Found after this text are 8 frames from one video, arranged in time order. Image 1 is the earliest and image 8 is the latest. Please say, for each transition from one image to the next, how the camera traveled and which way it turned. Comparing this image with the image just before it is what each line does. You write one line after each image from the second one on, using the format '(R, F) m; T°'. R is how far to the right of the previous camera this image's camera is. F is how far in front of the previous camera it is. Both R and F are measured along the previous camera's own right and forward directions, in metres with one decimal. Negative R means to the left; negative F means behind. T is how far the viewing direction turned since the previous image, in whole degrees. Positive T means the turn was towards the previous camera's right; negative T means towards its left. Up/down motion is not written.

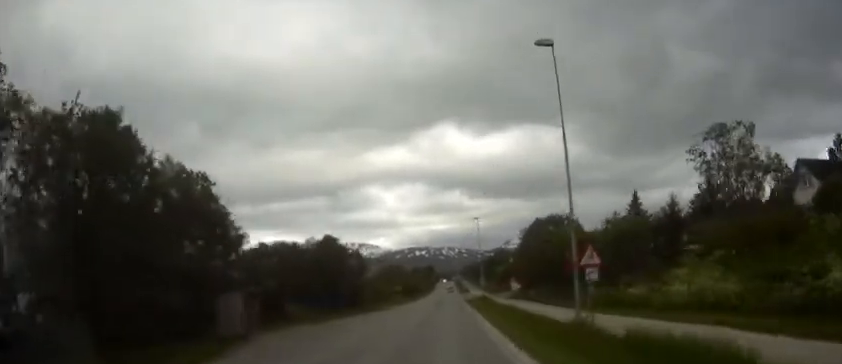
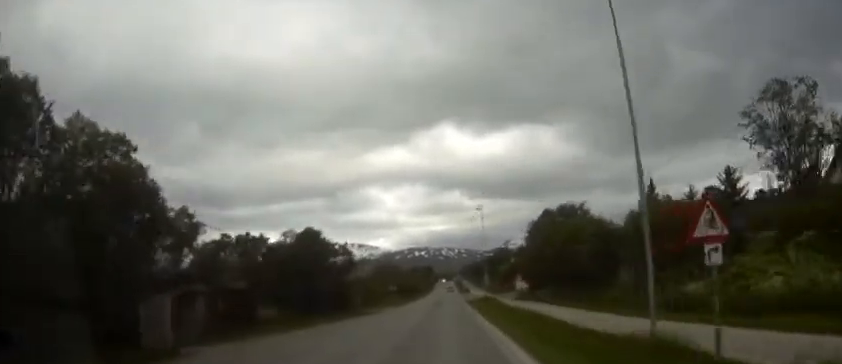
(+0.1, +7.6) m; 0°
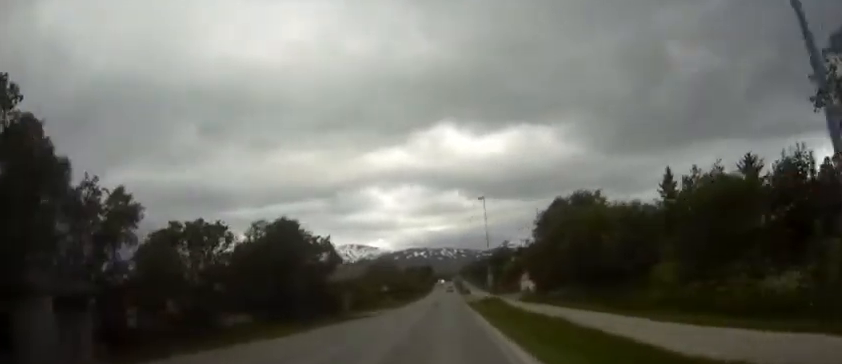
(-0.1, +7.2) m; 0°
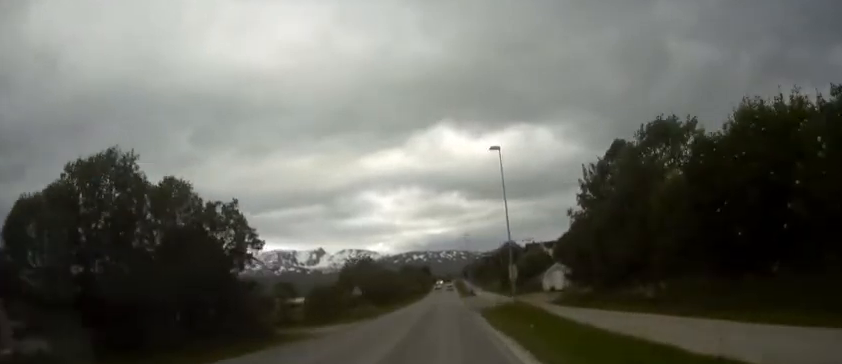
(-0.1, +21.1) m; 0°
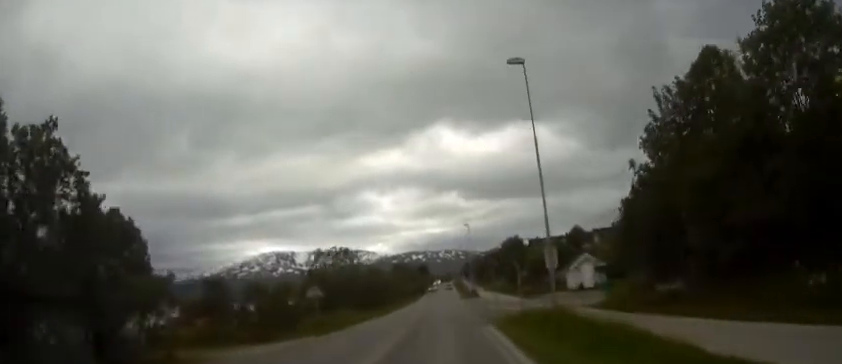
(0.0, +14.5) m; 0°
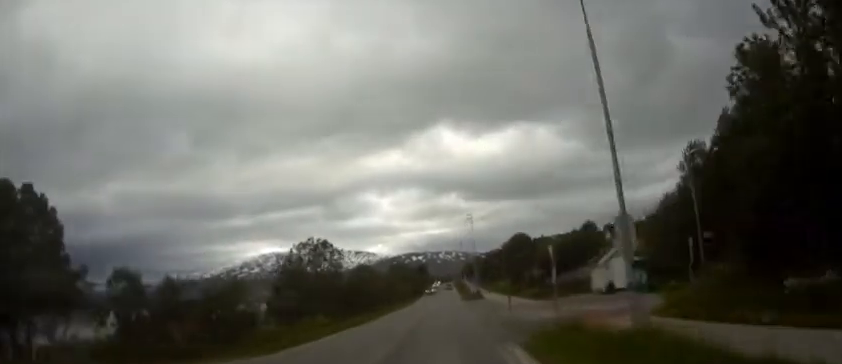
(0.0, +9.7) m; 0°
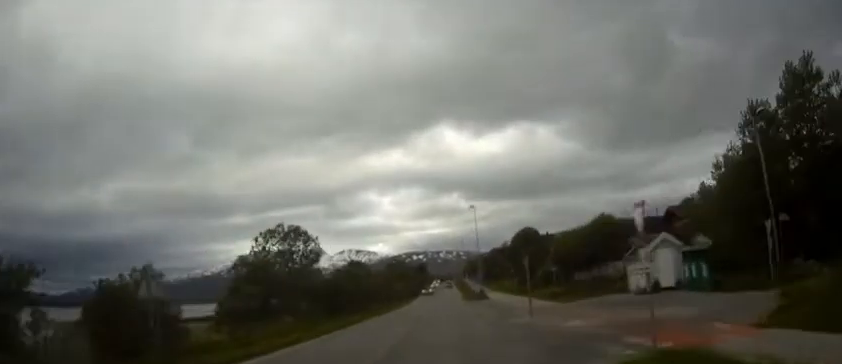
(0.0, +9.2) m; 0°
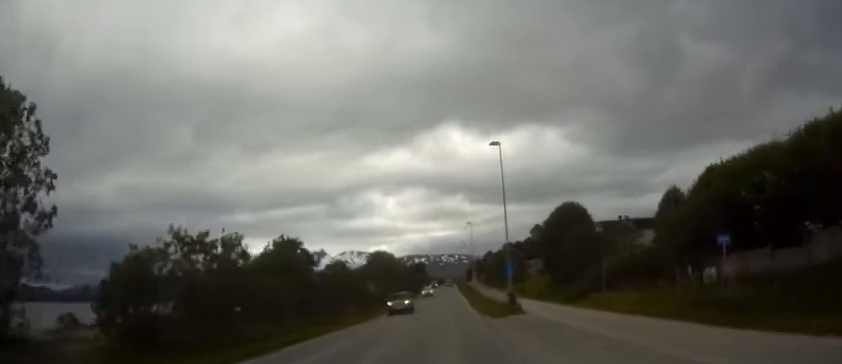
(+0.1, +29.8) m; +1°
